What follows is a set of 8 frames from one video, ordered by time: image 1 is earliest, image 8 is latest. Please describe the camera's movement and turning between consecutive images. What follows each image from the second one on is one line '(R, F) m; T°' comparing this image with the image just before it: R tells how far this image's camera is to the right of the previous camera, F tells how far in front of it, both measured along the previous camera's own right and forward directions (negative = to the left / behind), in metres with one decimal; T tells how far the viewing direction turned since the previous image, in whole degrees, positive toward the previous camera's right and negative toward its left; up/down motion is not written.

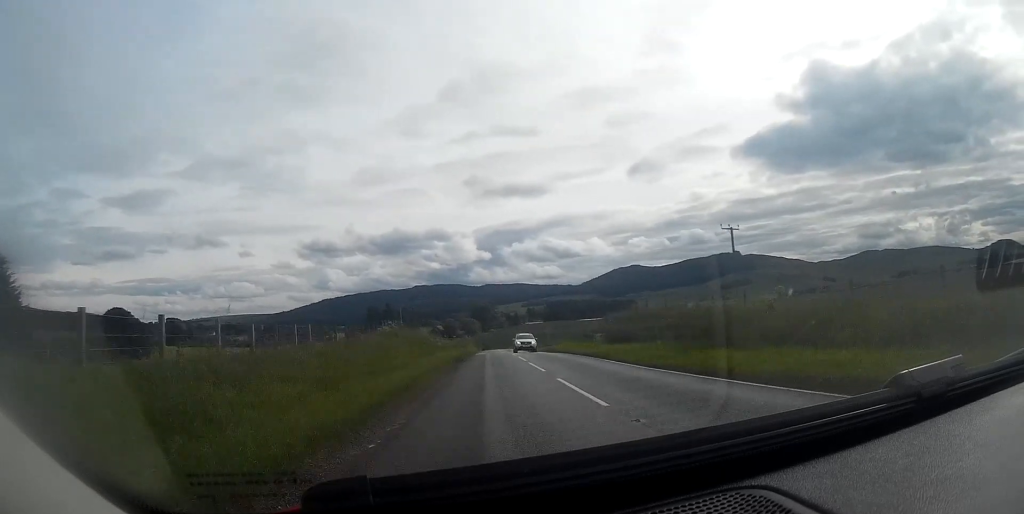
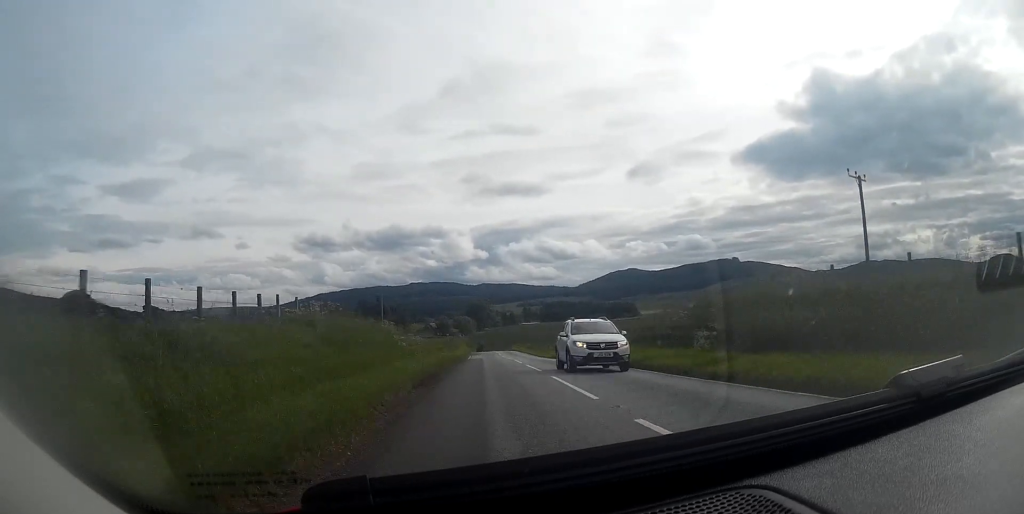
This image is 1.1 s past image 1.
(+0.2, +16.7) m; +1°
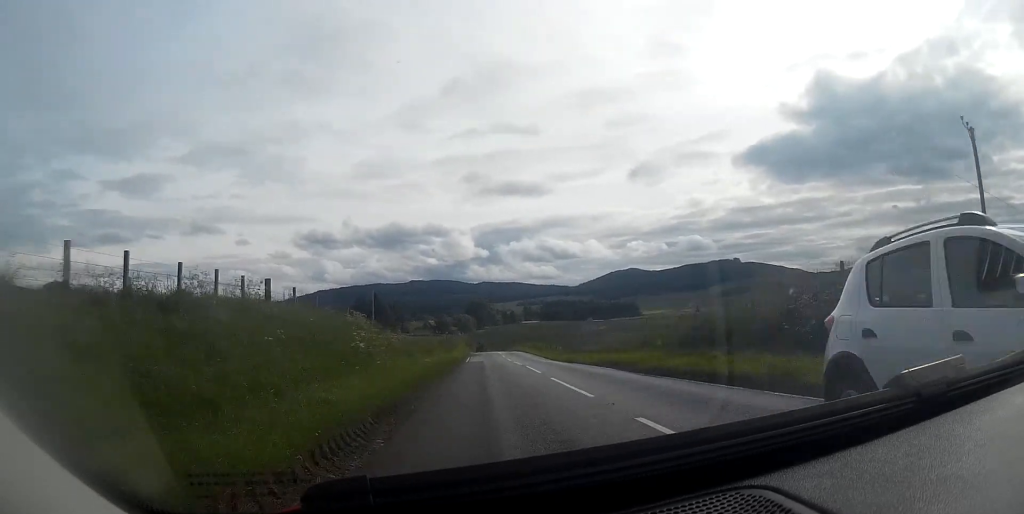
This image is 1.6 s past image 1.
(0.0, +8.4) m; 0°
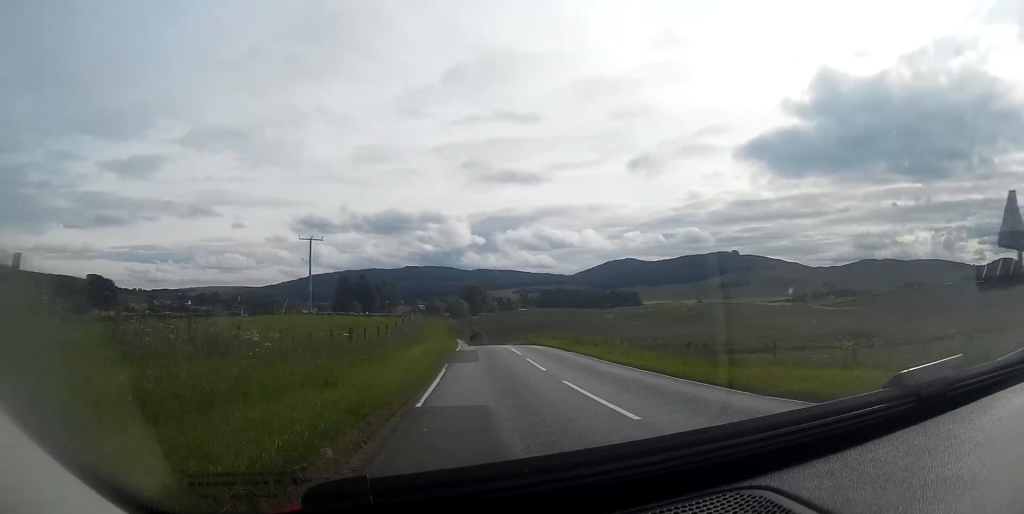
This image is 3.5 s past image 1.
(0.0, +30.0) m; -1°
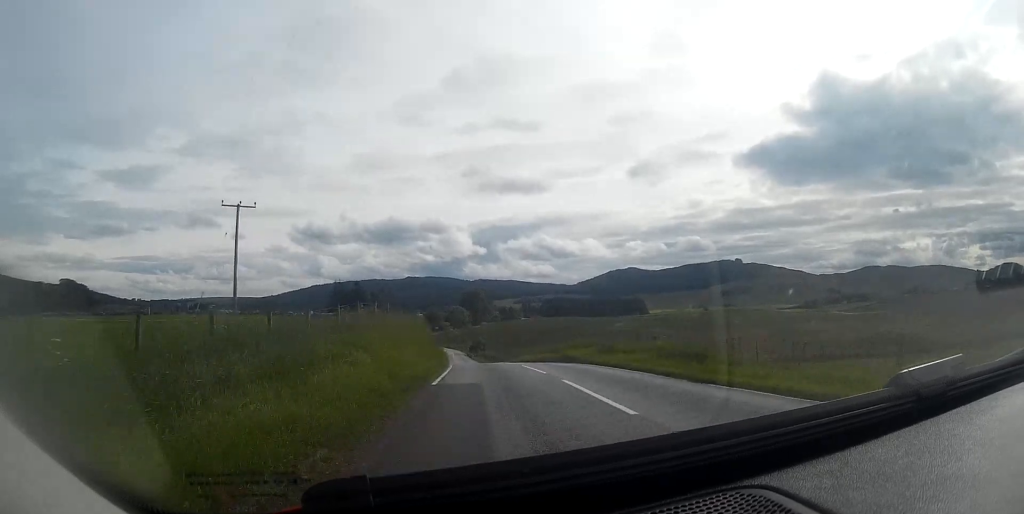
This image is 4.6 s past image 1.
(0.0, +18.0) m; 0°
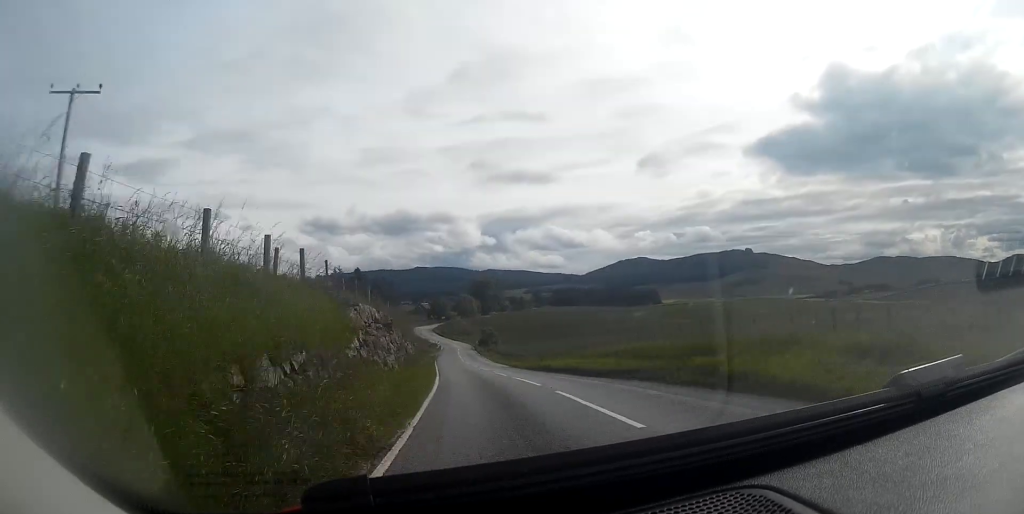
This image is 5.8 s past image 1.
(+0.1, +18.6) m; 0°
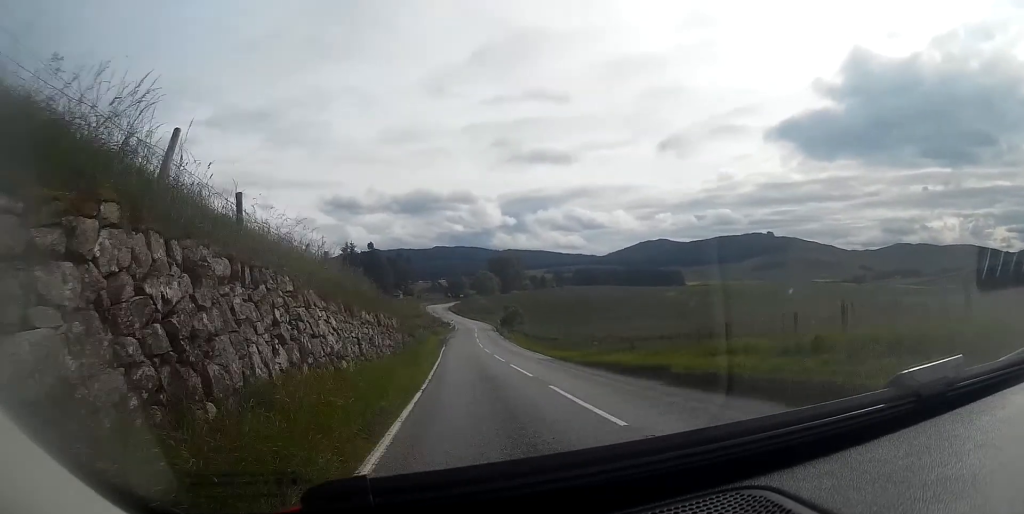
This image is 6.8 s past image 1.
(-0.2, +16.4) m; -2°
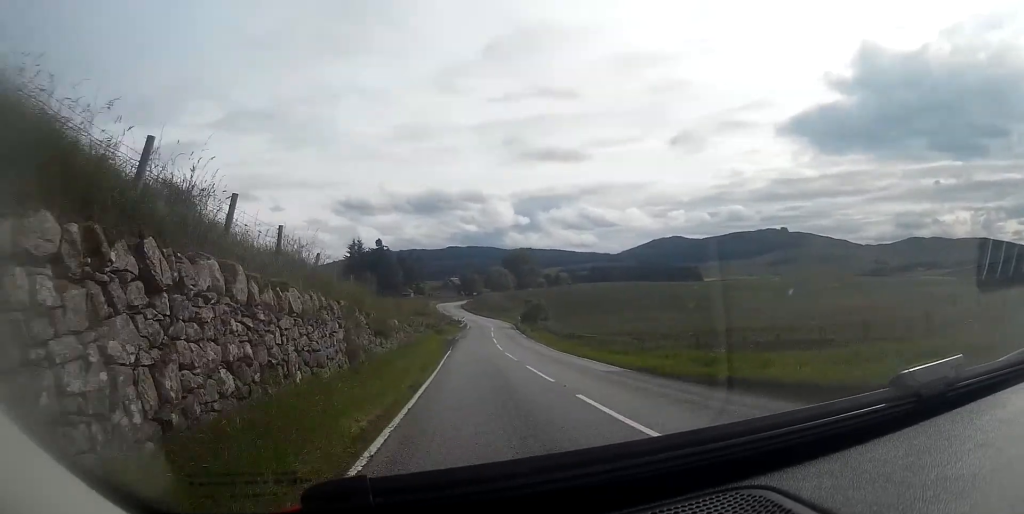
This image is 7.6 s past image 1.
(-0.2, +11.7) m; -1°
